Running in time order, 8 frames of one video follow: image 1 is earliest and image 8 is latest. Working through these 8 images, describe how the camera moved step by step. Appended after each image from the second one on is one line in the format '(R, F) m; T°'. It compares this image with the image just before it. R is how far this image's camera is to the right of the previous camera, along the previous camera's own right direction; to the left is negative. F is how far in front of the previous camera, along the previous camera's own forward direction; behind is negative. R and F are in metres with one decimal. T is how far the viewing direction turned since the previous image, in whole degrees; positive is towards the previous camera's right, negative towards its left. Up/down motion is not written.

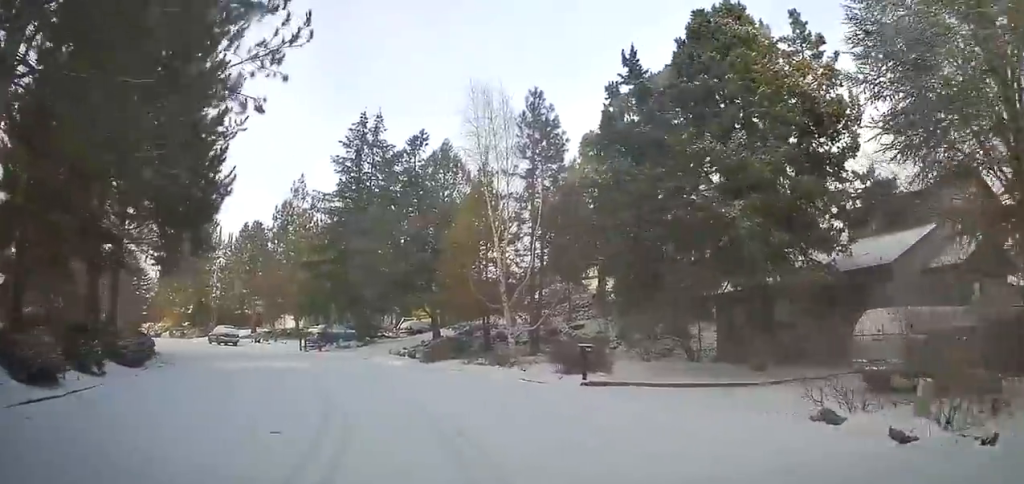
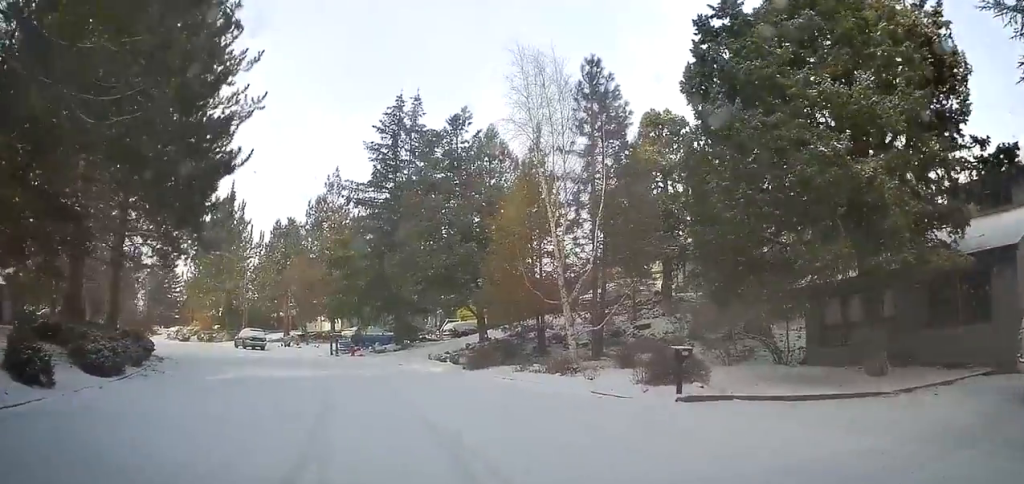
(-0.4, +3.8) m; -10°
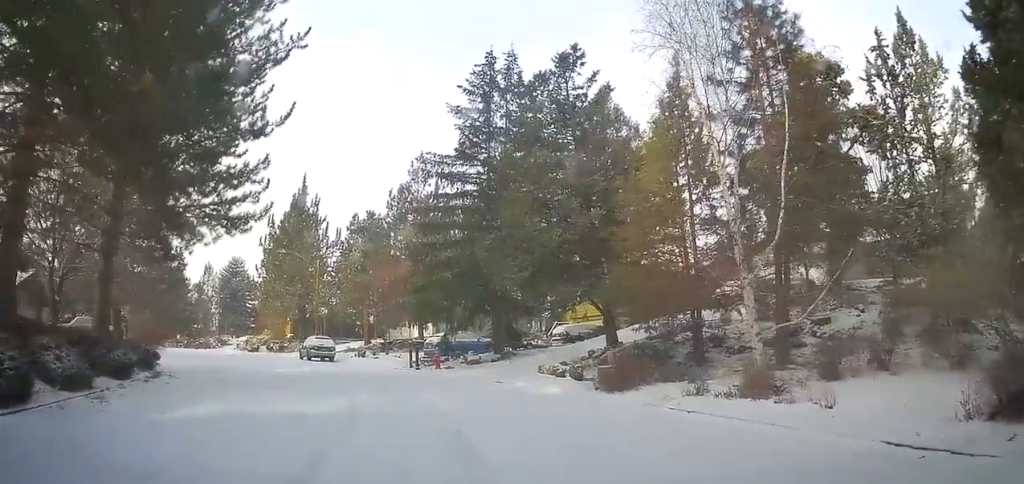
(-1.7, +7.4) m; -20°
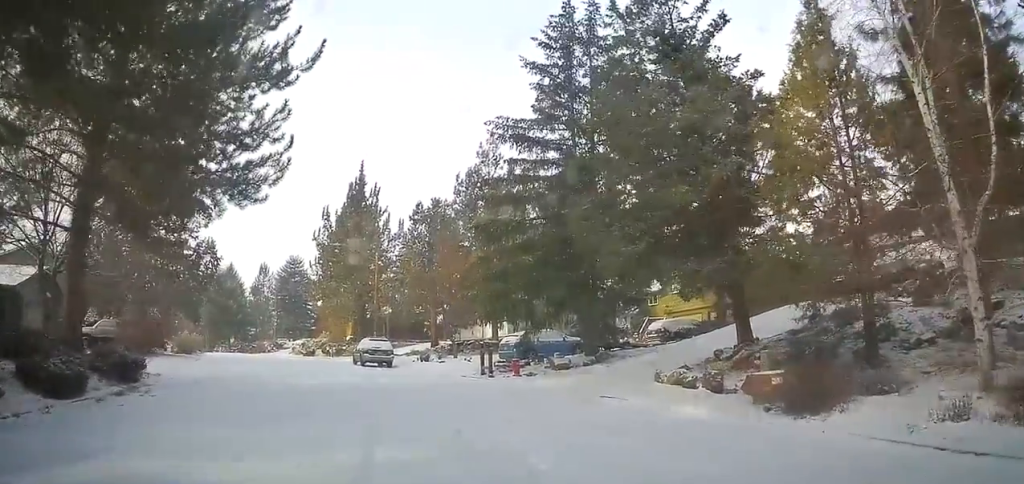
(-0.3, +5.7) m; -11°
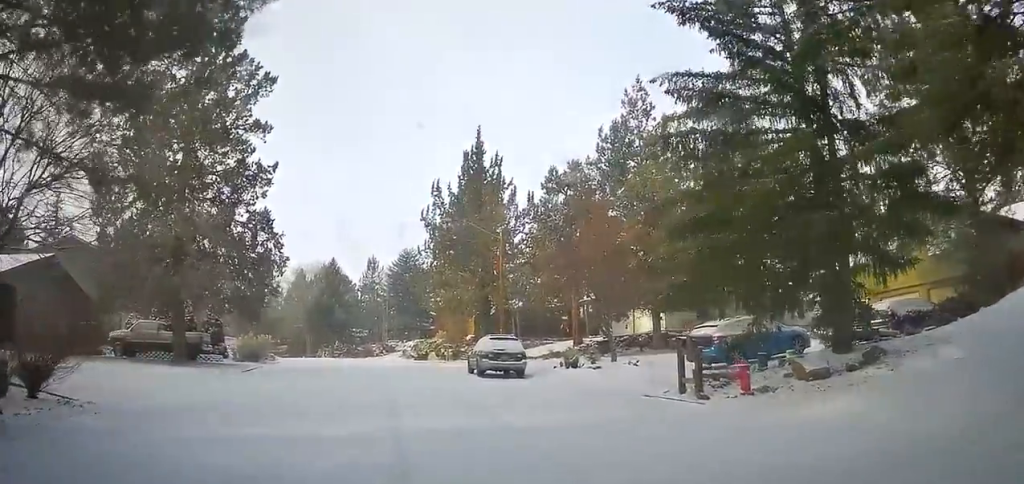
(-1.9, +9.8) m; -14°
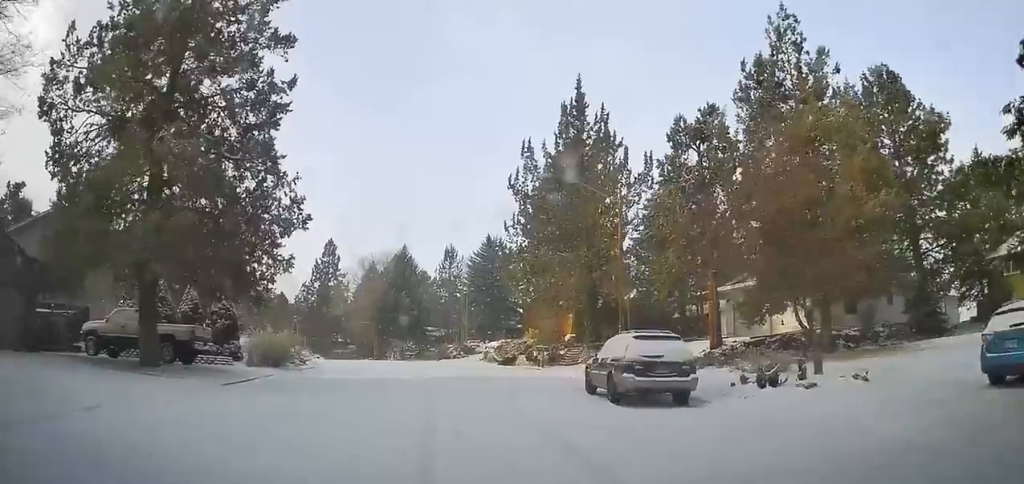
(0.0, +10.1) m; +3°
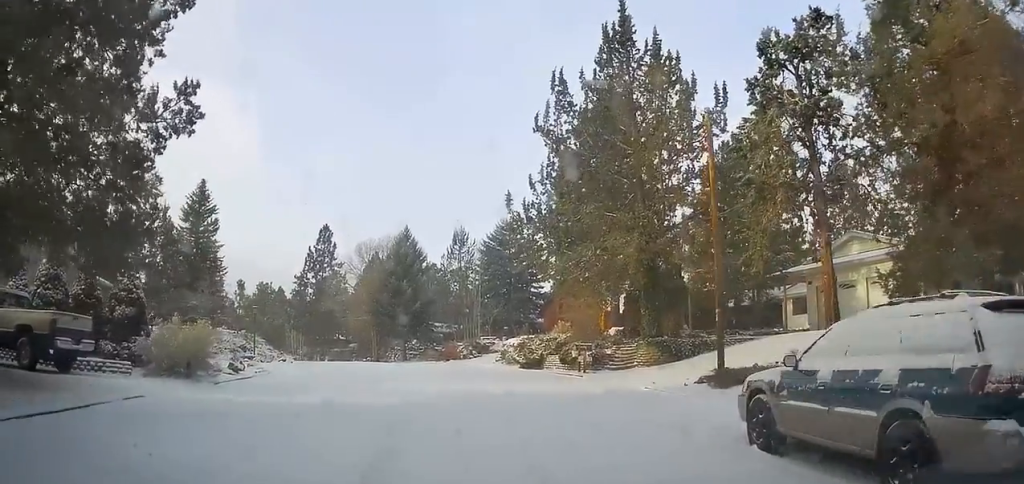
(+0.1, +9.4) m; -1°
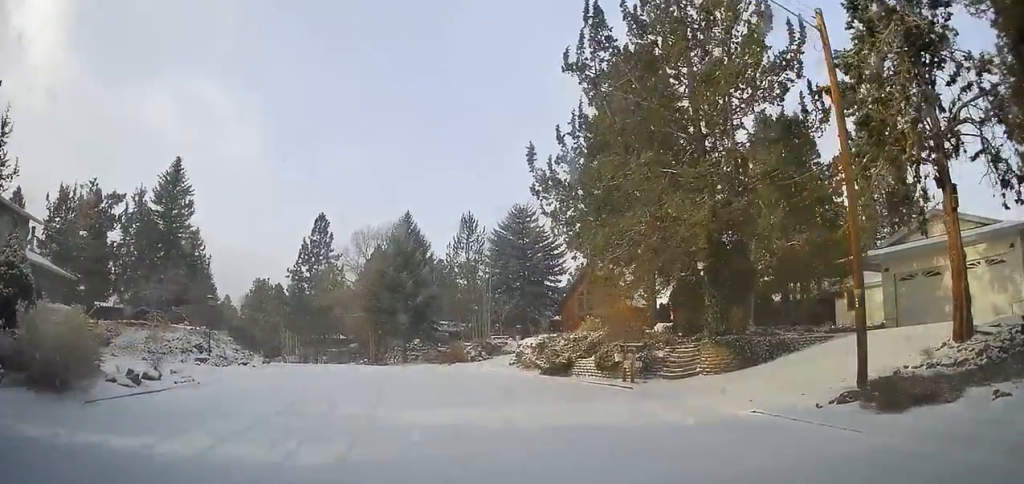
(-0.1, +6.1) m; -6°
